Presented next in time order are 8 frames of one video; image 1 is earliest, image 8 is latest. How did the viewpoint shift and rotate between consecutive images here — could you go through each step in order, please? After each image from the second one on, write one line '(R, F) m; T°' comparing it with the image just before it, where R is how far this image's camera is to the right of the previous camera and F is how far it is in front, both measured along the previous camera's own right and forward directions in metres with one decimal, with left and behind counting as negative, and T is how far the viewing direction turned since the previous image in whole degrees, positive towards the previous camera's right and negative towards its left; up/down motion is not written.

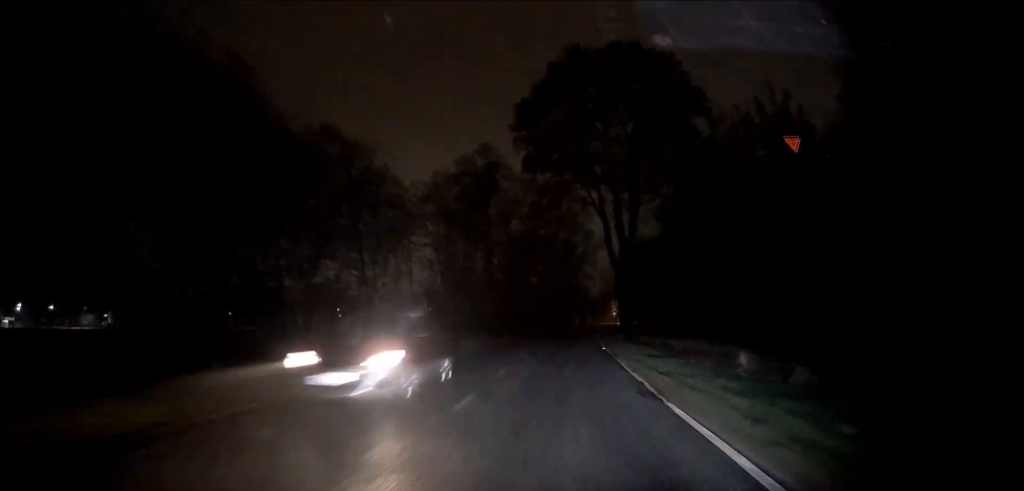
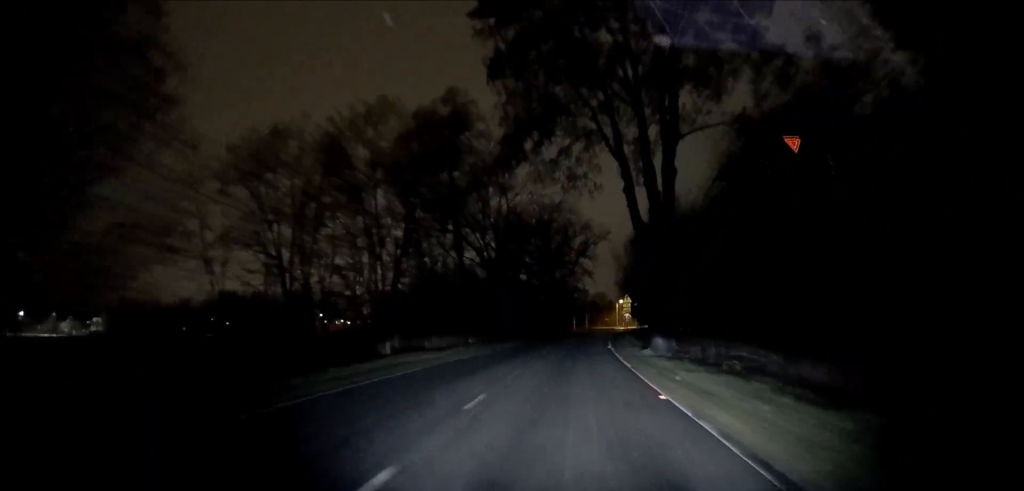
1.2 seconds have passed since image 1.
(0.0, +17.3) m; -1°
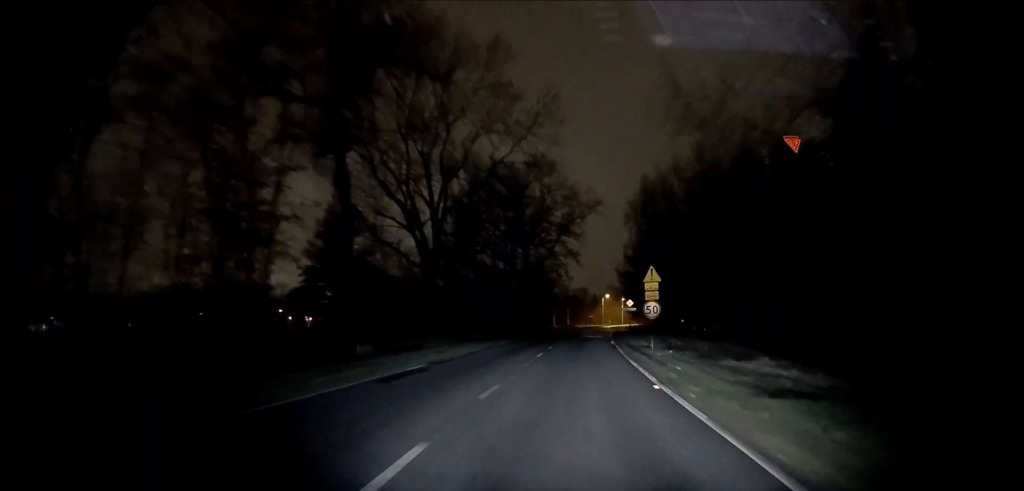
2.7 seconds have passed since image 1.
(+0.2, +21.4) m; +2°
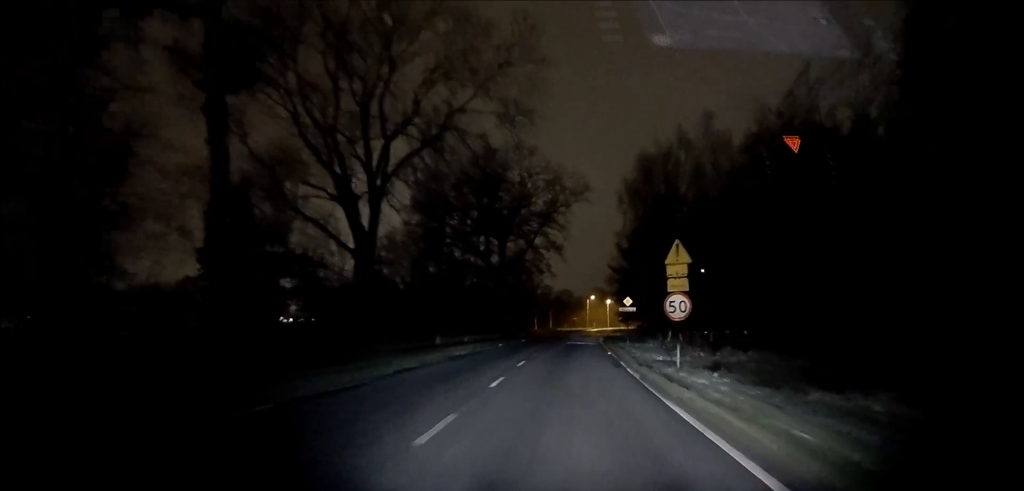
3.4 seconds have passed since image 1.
(+0.1, +9.2) m; +1°
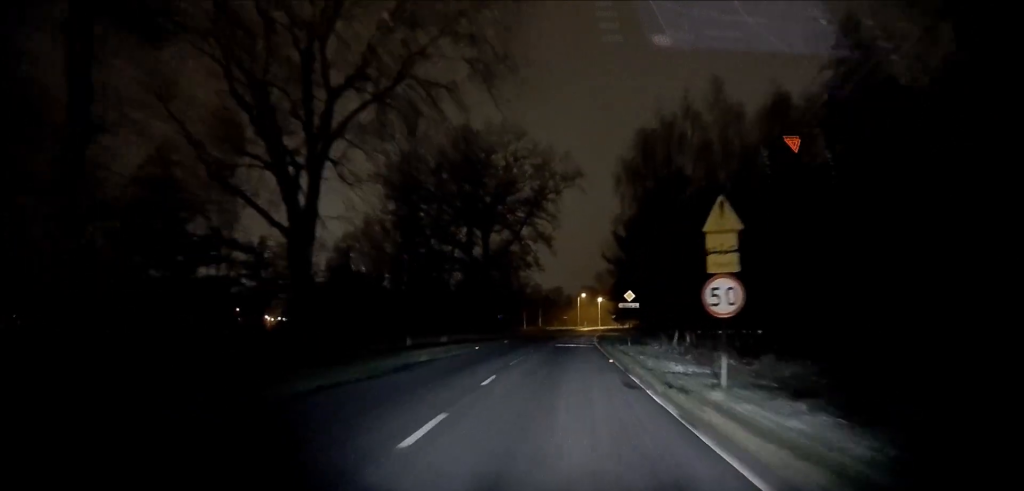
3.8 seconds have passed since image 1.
(0.0, +5.9) m; +1°
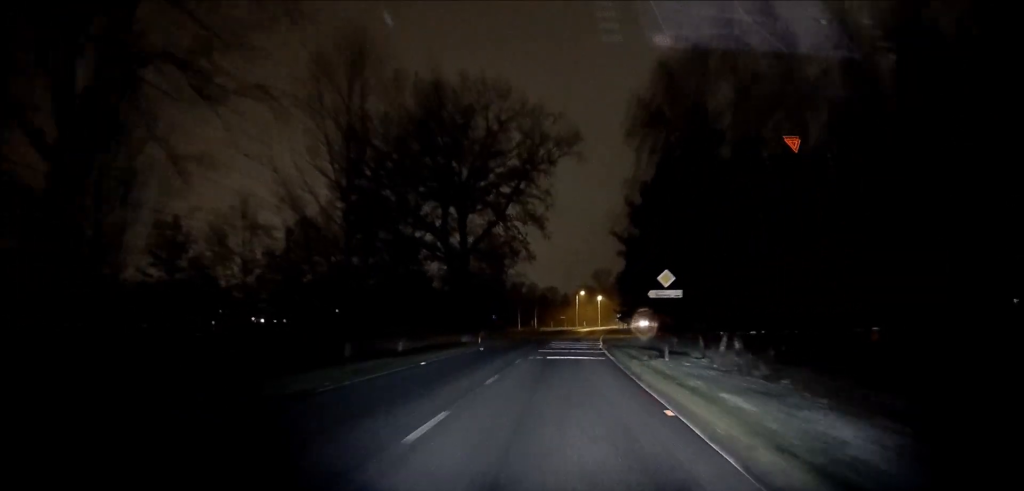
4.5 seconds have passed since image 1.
(0.0, +11.4) m; +1°
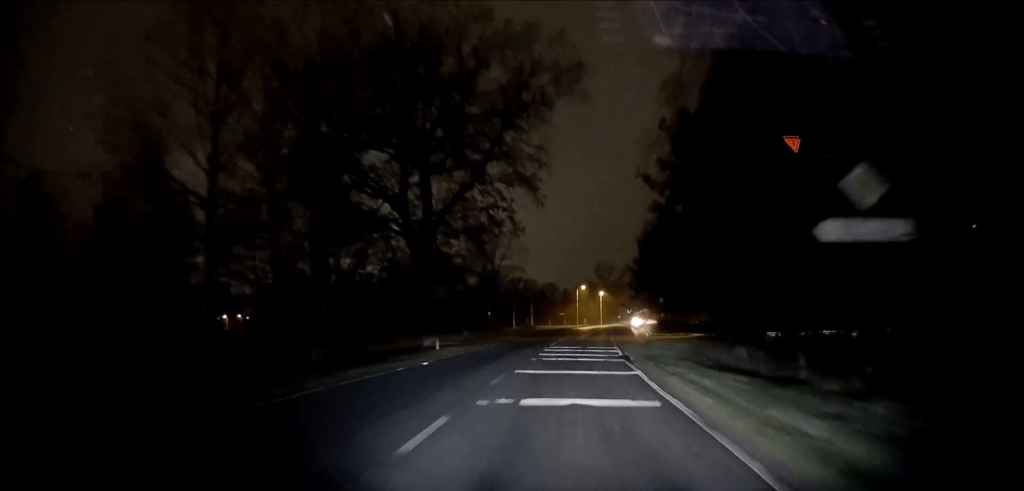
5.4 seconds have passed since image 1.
(+0.3, +12.5) m; +1°
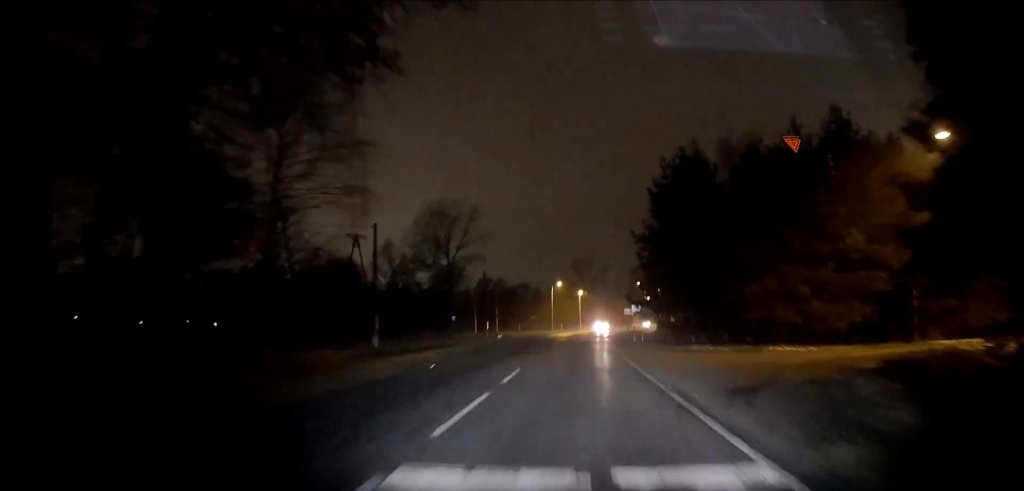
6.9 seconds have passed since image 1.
(0.0, +23.2) m; 0°
